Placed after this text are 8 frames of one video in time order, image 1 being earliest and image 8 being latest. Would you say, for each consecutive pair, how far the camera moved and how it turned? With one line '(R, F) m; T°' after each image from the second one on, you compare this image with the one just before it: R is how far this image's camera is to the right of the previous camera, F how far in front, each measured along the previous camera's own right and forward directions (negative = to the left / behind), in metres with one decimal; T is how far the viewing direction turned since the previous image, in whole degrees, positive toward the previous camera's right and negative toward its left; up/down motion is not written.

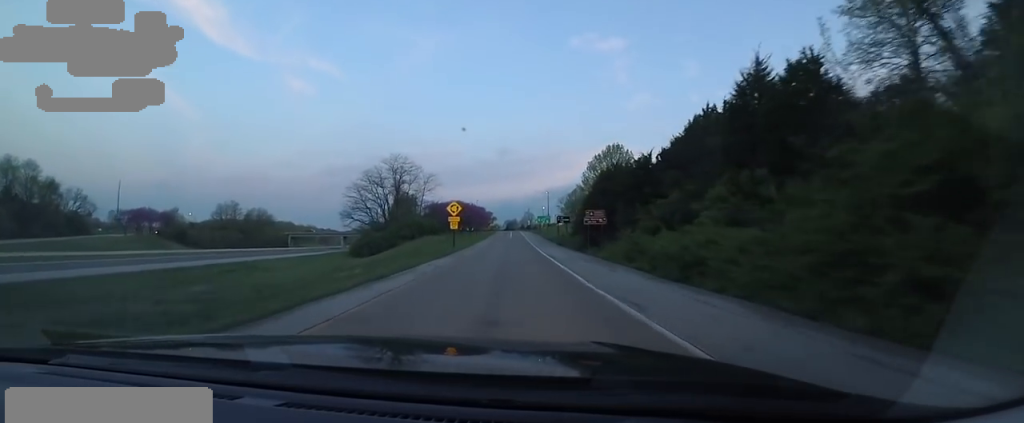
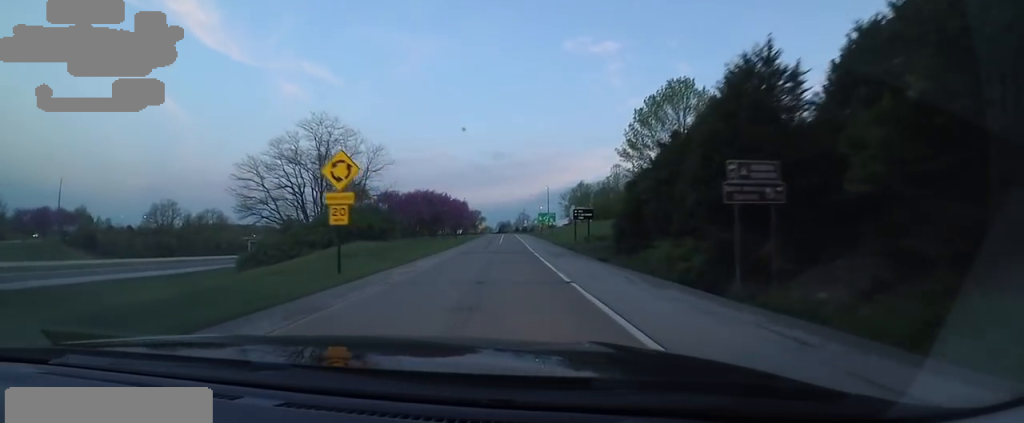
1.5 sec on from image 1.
(+0.9, +30.5) m; +4°
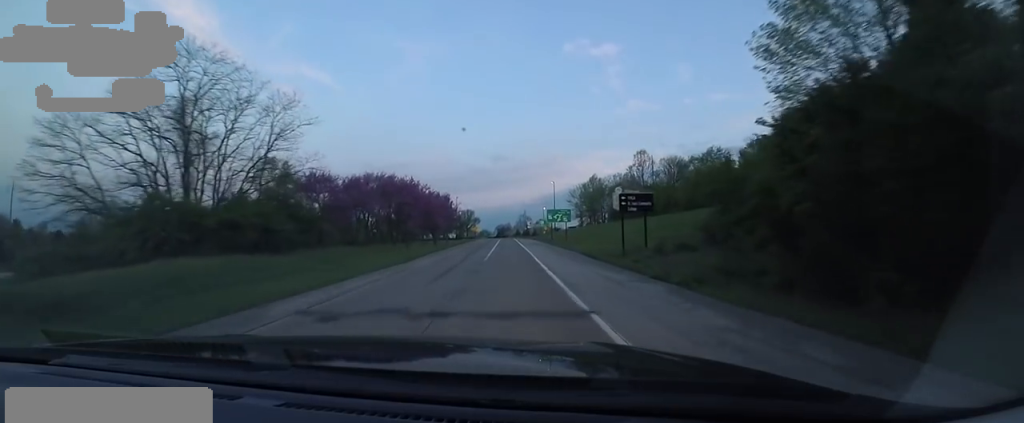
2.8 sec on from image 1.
(+0.1, +23.4) m; -2°
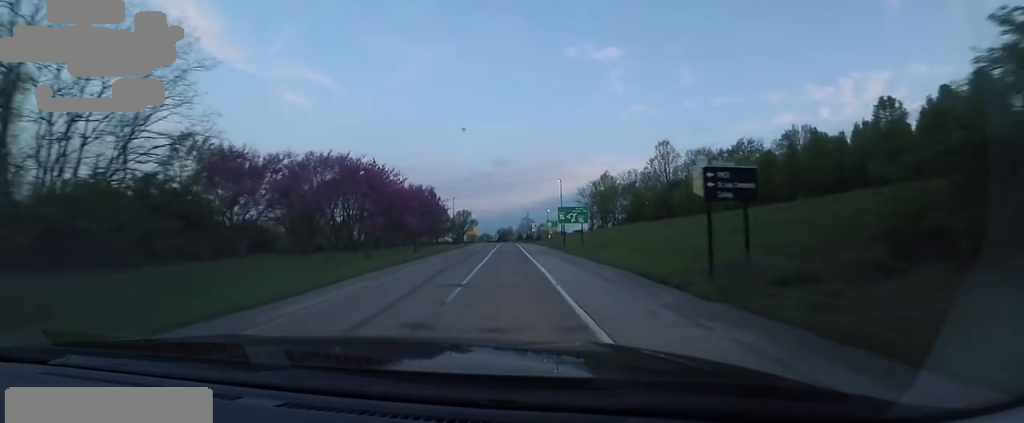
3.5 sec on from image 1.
(-0.3, +13.2) m; -2°
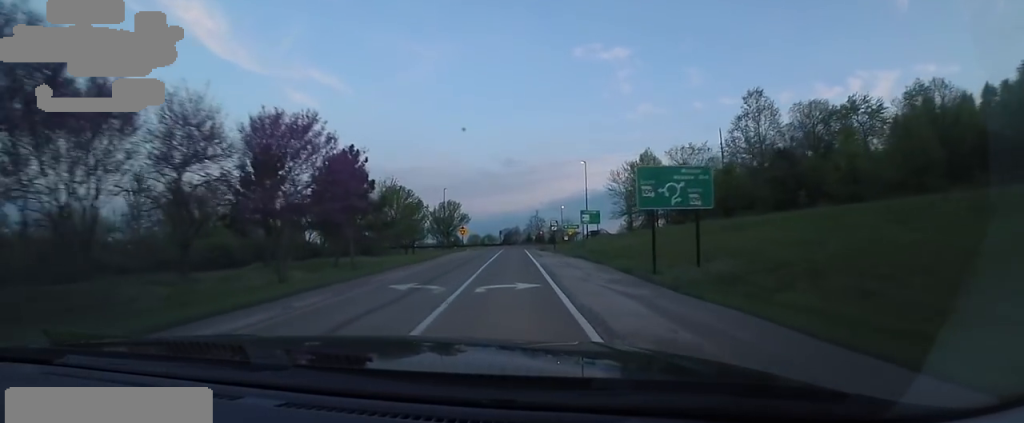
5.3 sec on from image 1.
(-1.5, +29.4) m; -1°
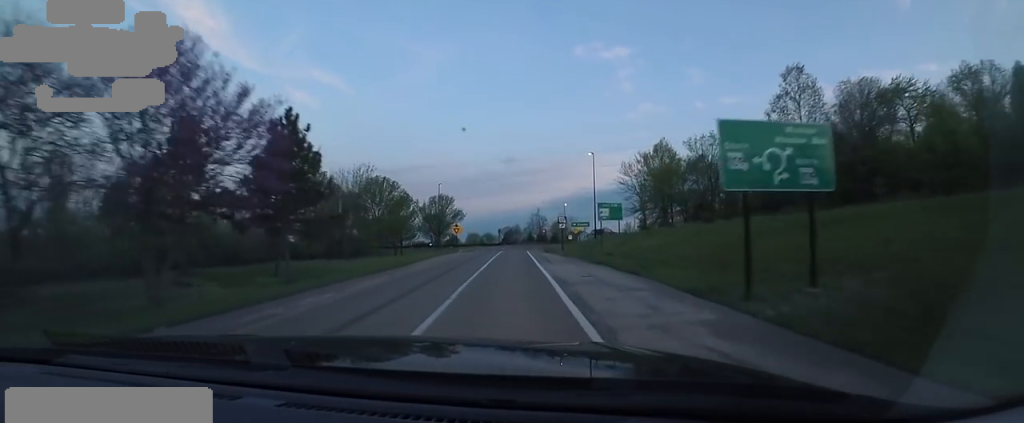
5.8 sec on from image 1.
(+0.7, +7.7) m; +3°
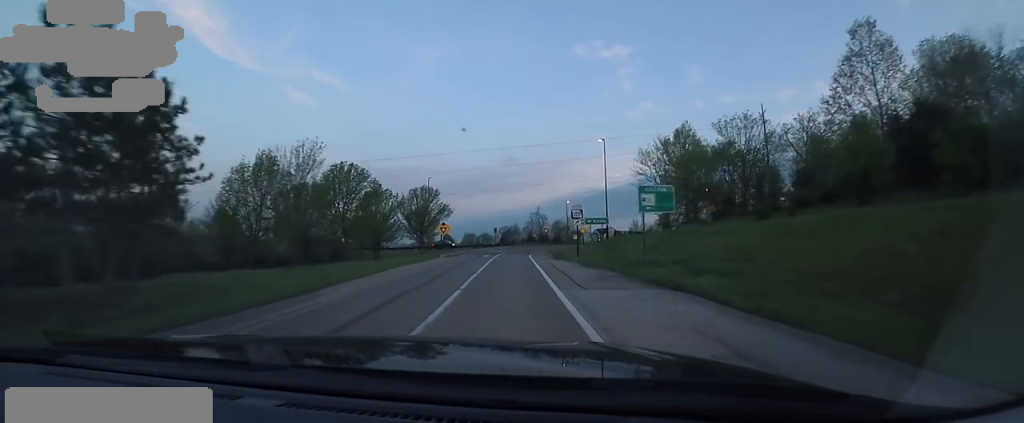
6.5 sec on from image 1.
(+0.4, +10.6) m; +1°
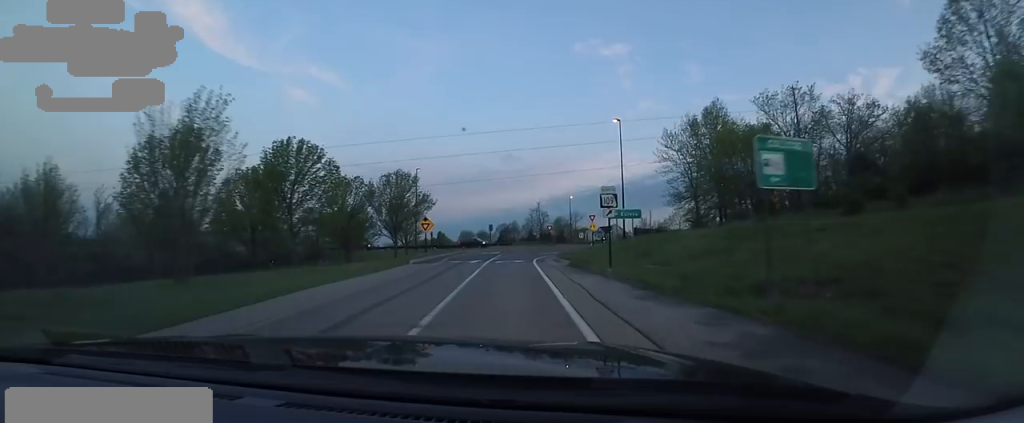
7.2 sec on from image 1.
(+0.2, +10.7) m; -3°
